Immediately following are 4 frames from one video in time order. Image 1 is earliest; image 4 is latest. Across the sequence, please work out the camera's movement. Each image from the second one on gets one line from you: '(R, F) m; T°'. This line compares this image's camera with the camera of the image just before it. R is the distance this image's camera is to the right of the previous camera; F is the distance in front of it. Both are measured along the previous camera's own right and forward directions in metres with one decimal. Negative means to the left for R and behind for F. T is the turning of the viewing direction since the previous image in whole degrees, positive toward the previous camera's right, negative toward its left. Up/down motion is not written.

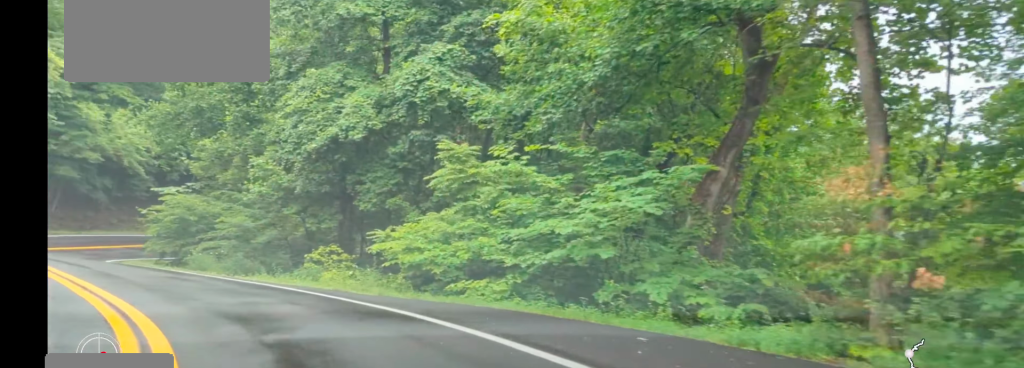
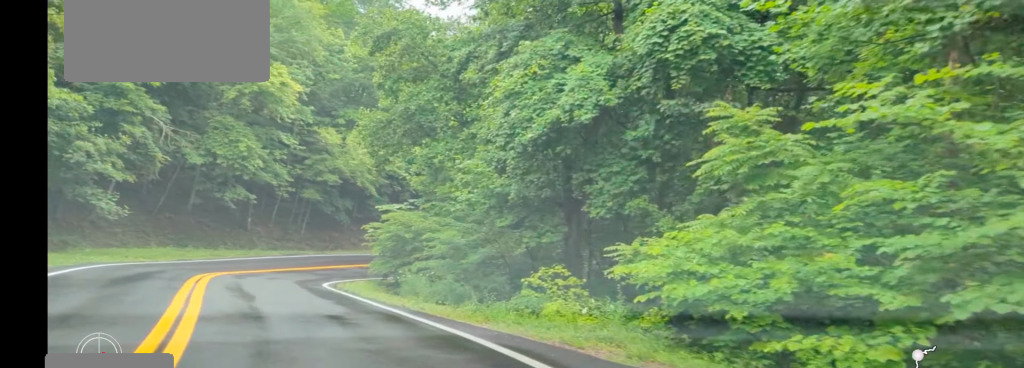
(-1.4, +6.3) m; -11°
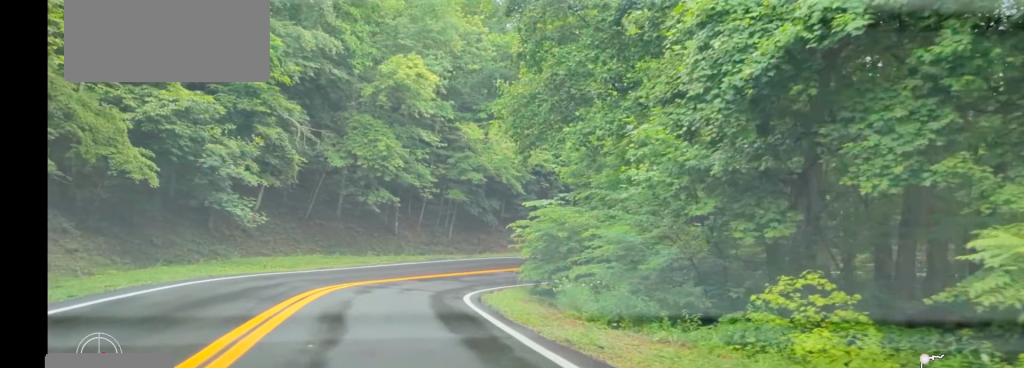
(-0.3, +5.3) m; -5°
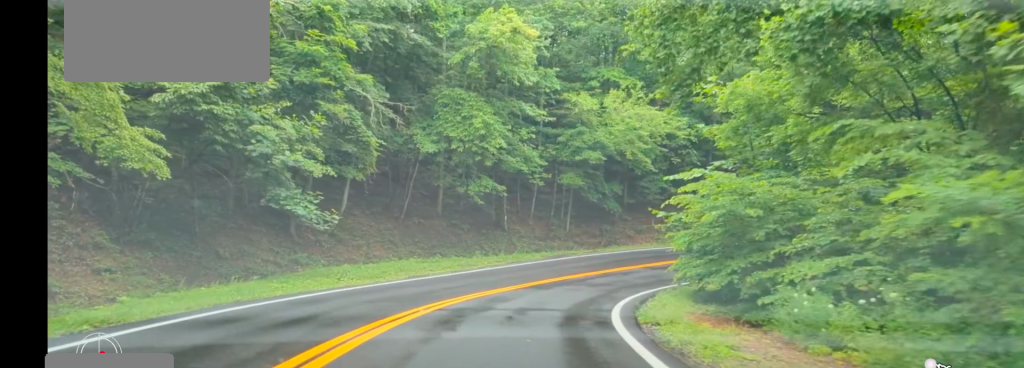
(-0.2, +7.5) m; -4°
